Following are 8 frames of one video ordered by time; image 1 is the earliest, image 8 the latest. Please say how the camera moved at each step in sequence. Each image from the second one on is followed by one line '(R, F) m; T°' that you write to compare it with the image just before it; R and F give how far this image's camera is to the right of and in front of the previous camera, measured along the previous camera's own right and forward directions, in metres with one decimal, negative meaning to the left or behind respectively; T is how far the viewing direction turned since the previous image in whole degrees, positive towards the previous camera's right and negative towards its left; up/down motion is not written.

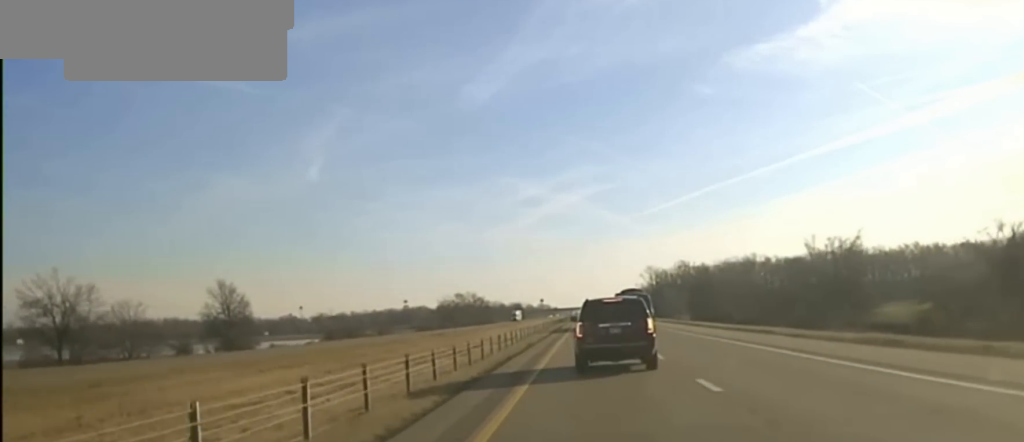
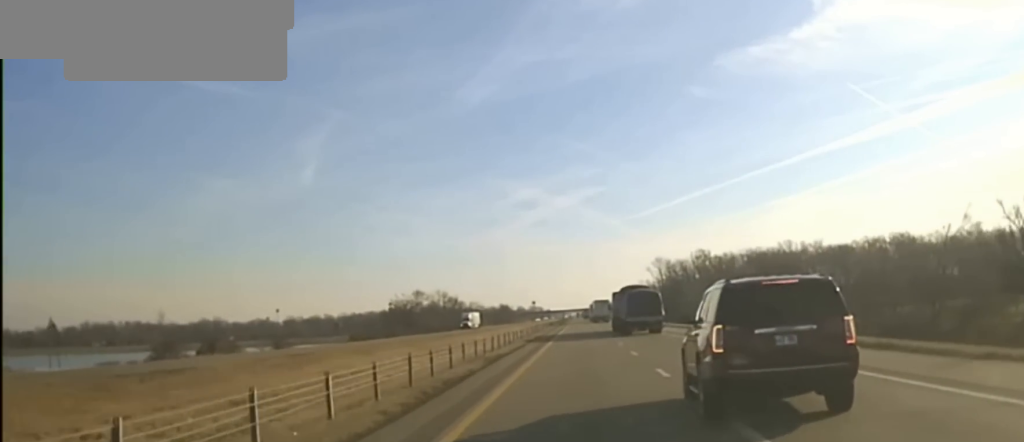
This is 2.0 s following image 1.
(-1.0, +76.4) m; -1°
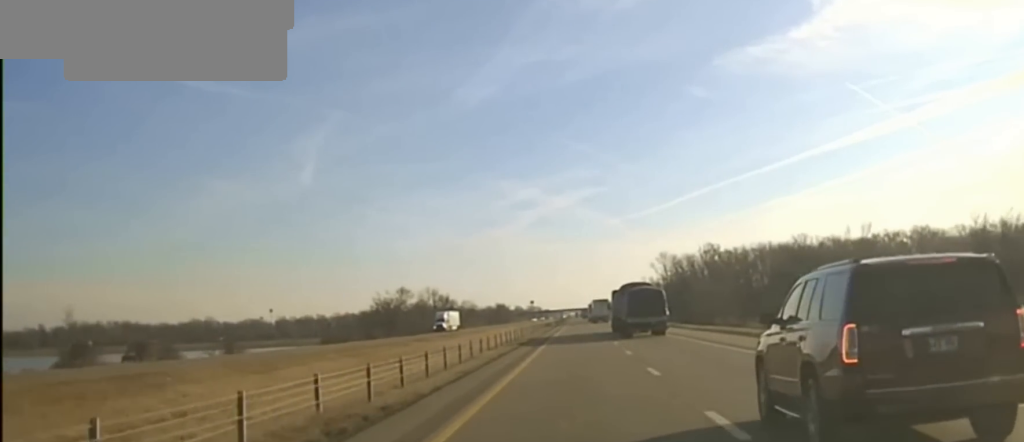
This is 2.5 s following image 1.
(+0.2, +21.4) m; 0°
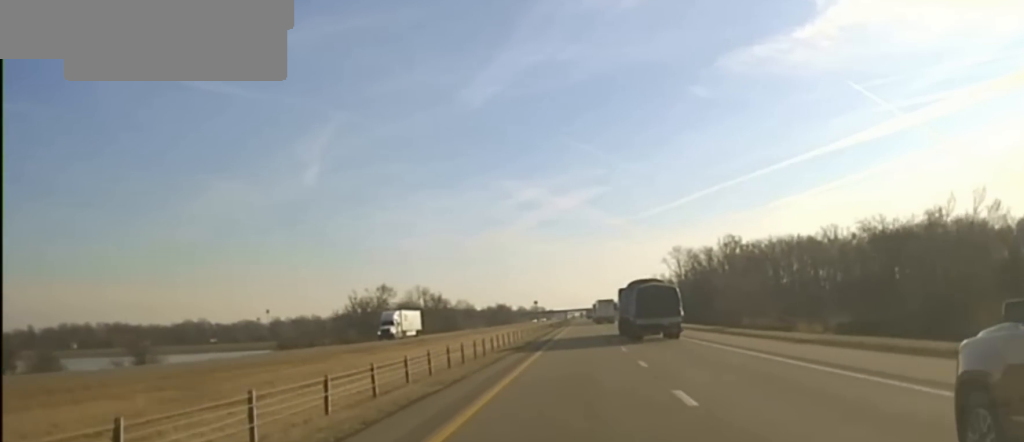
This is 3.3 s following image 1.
(+0.1, +27.7) m; 0°
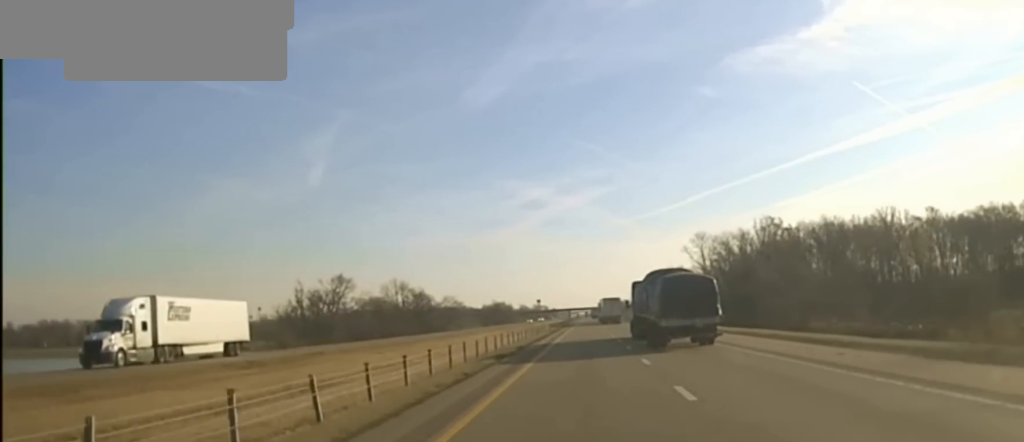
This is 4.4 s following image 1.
(-0.4, +40.8) m; 0°
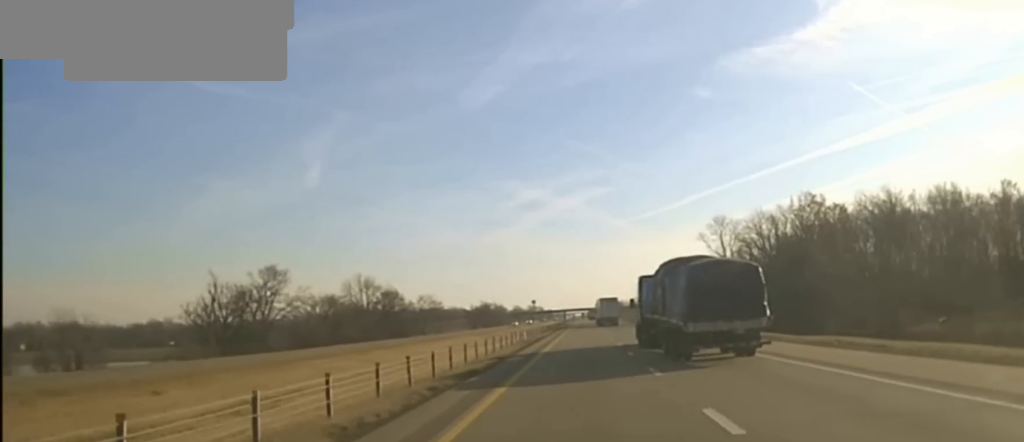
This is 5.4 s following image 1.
(+0.1, +35.9) m; 0°
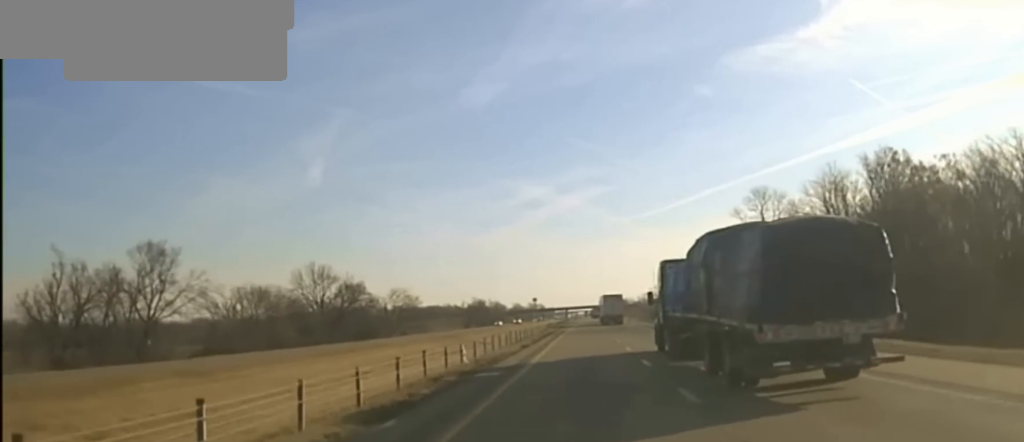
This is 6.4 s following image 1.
(+0.2, +43.1) m; 0°
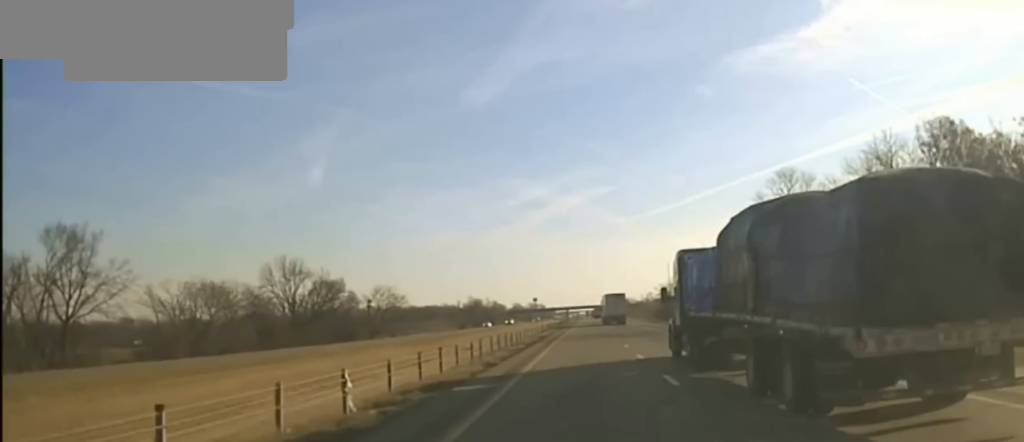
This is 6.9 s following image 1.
(+0.1, +22.9) m; 0°
